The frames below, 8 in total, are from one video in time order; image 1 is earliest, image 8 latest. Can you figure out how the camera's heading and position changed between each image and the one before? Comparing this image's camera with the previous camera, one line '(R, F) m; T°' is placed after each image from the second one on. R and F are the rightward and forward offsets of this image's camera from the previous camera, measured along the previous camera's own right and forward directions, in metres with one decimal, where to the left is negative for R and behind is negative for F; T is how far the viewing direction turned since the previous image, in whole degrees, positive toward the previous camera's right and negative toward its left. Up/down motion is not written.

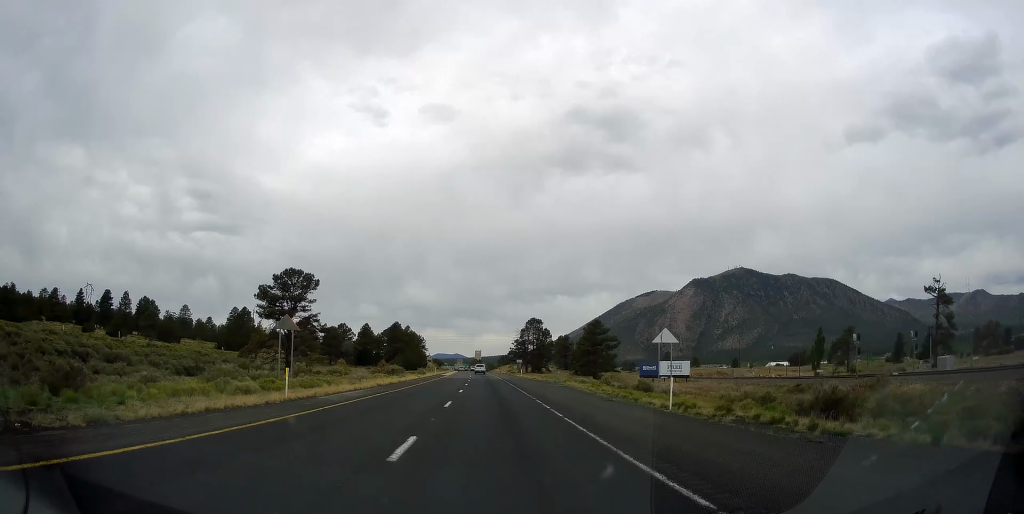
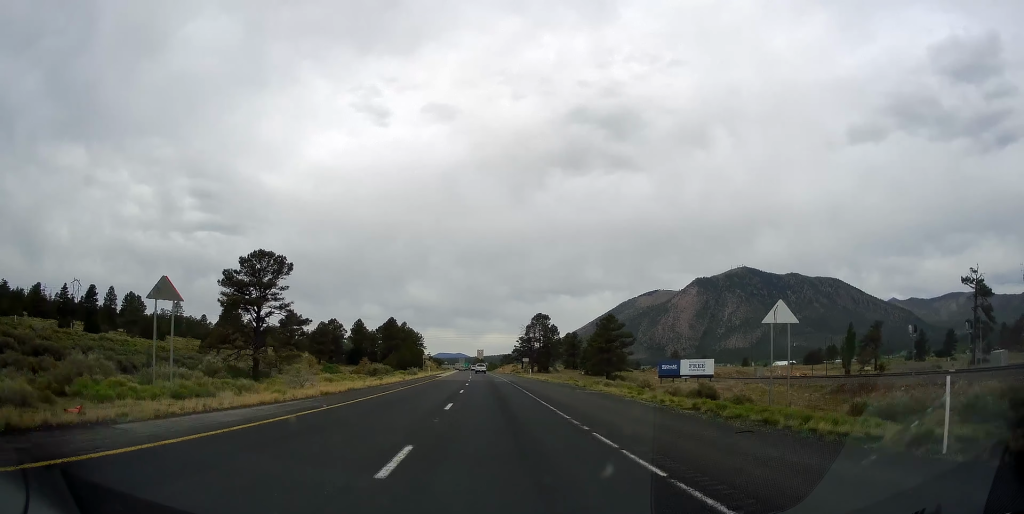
(0.0, +13.8) m; 0°
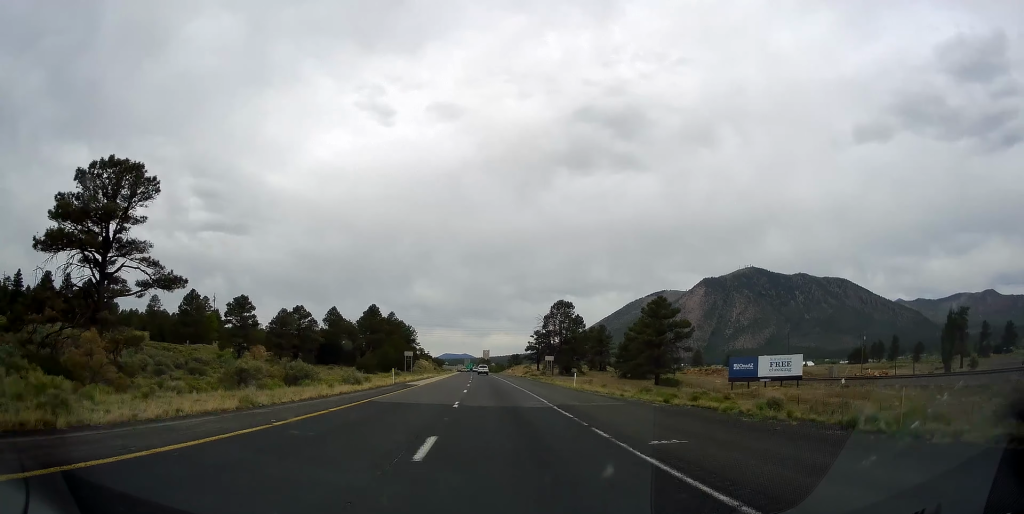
(-0.1, +35.3) m; -1°
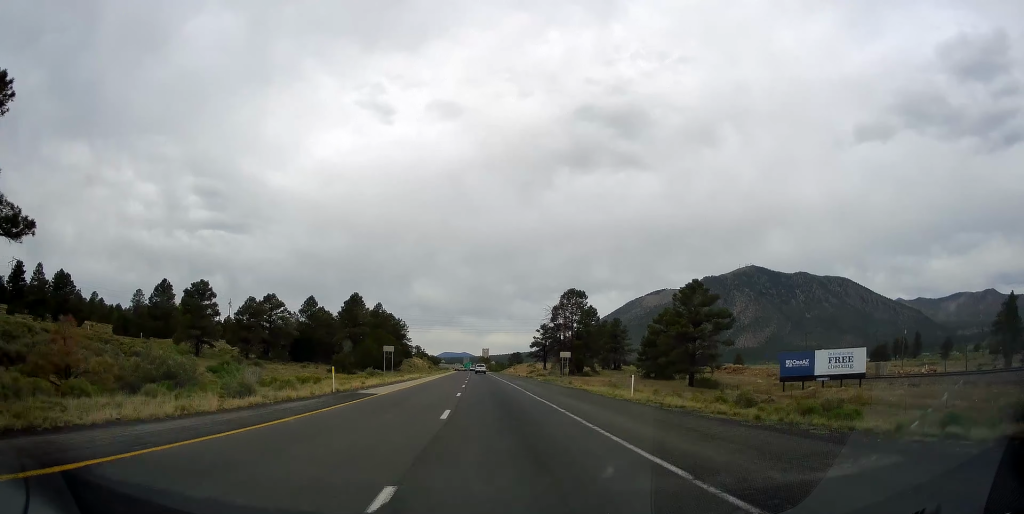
(-0.4, +17.5) m; 0°
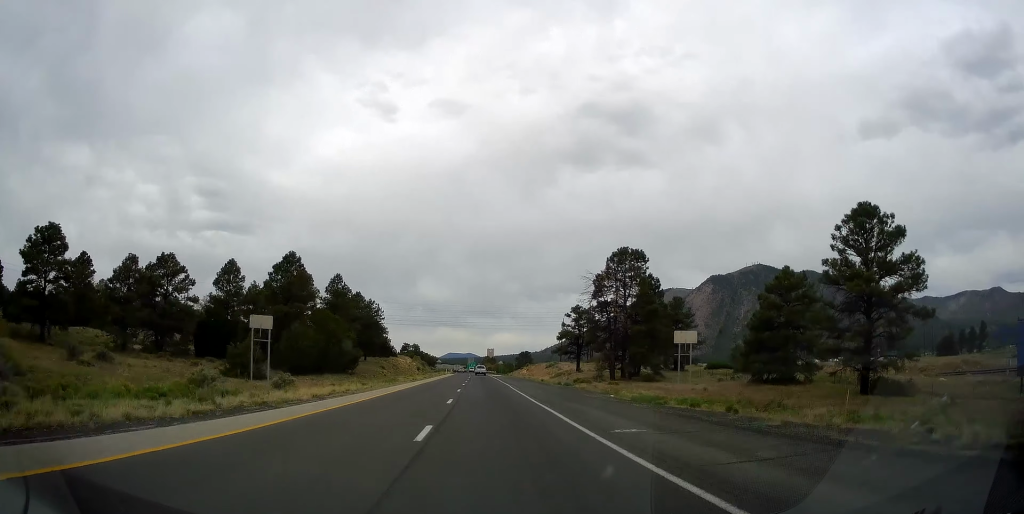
(+0.2, +40.8) m; 0°
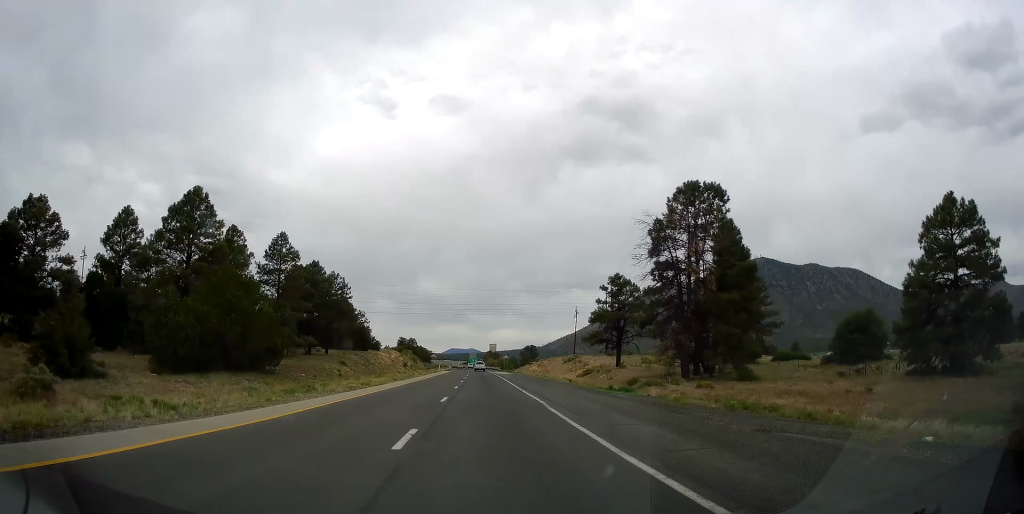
(-0.2, +26.2) m; 0°
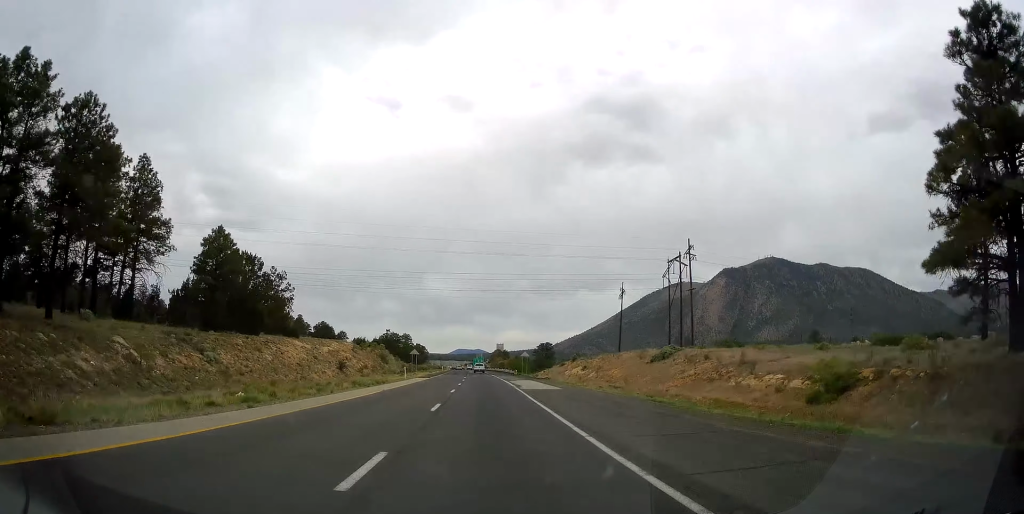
(-0.1, +52.4) m; -1°
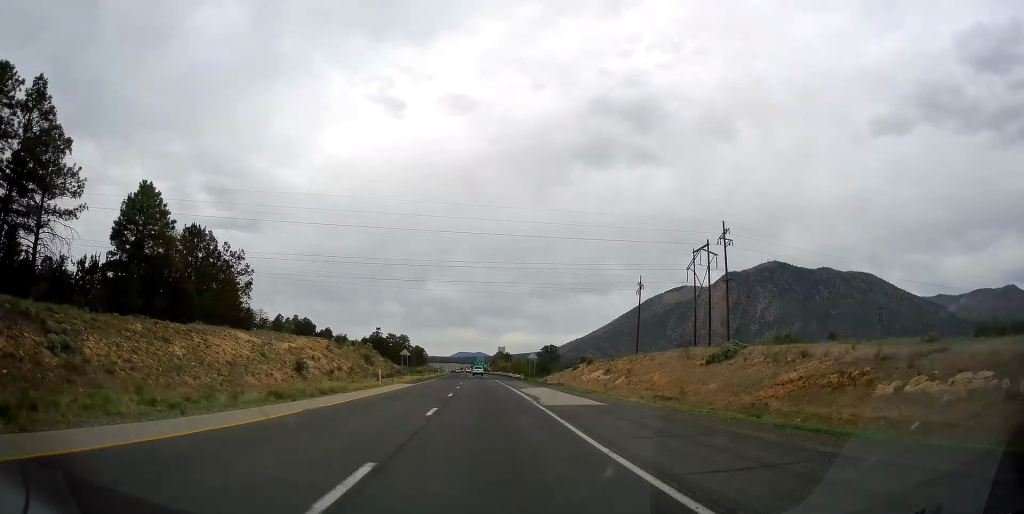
(0.0, +13.5) m; -1°
